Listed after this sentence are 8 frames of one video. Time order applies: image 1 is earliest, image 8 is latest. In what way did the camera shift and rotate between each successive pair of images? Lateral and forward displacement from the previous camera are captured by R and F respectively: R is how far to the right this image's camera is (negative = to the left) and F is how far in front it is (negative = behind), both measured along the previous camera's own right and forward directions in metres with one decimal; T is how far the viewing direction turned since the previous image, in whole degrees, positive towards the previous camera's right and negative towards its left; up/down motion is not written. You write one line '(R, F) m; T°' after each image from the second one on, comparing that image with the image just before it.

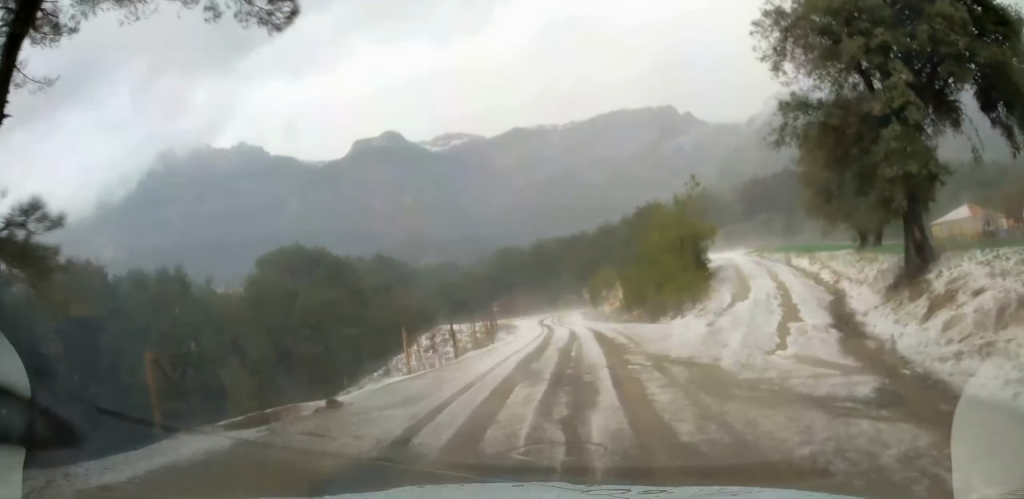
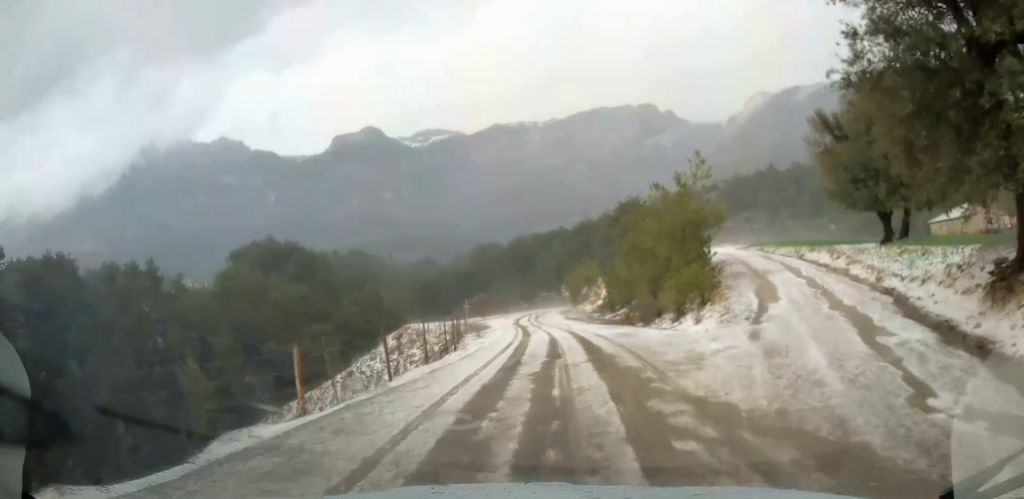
(0.0, +5.7) m; 0°
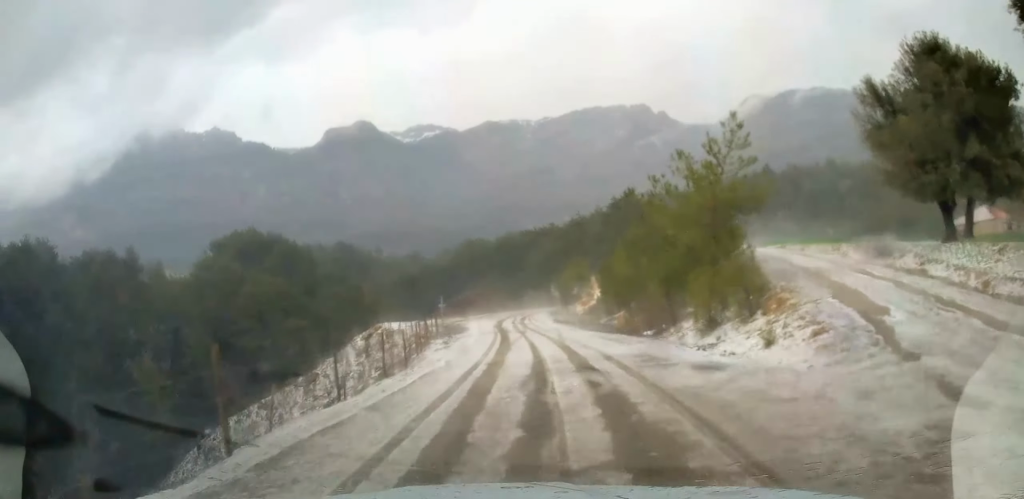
(0.0, +7.0) m; +1°
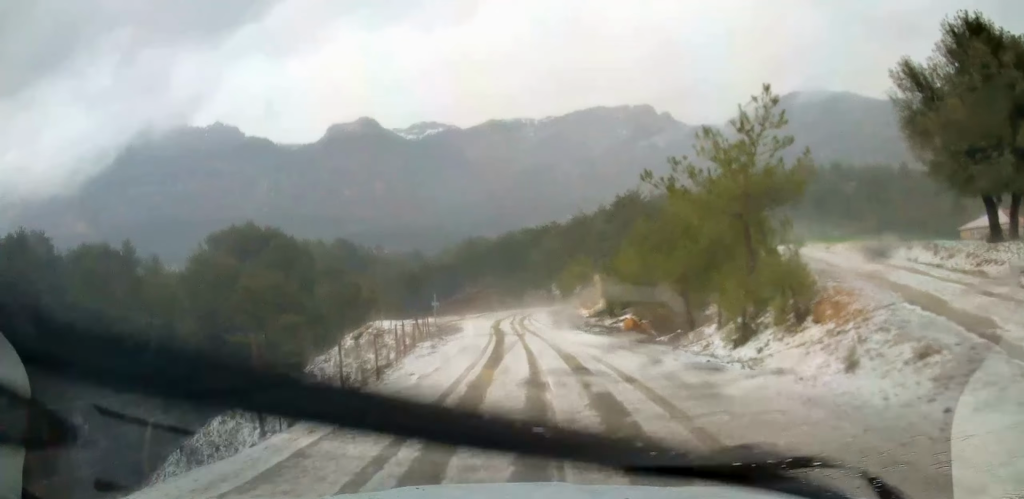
(0.0, +3.3) m; 0°
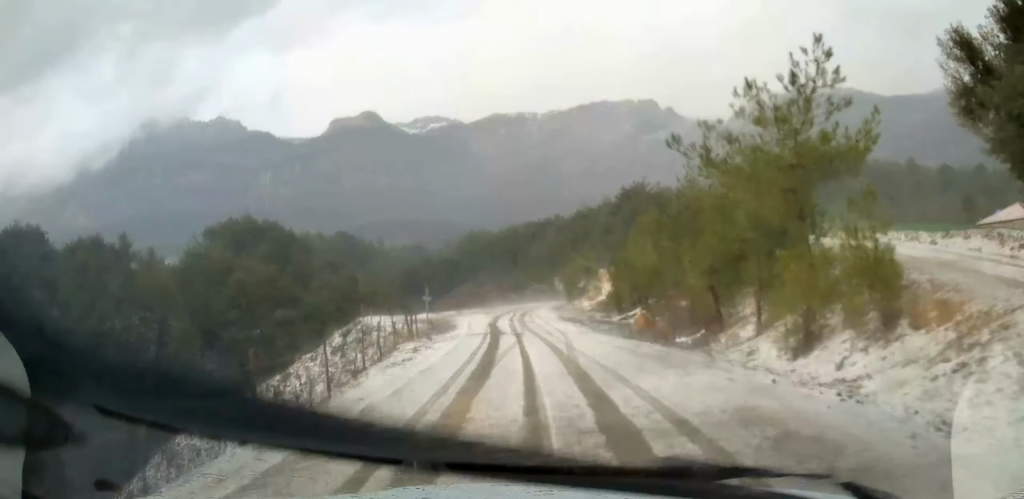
(+0.1, +3.7) m; 0°
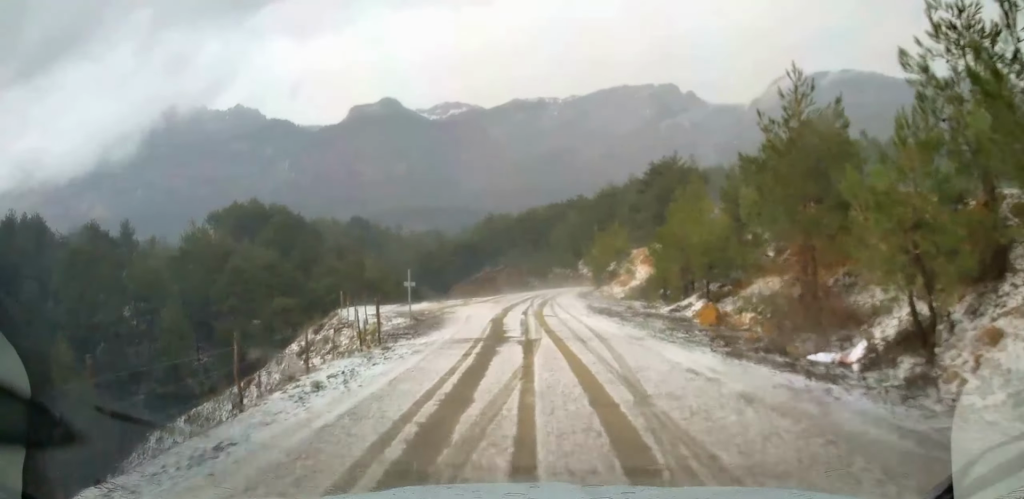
(-0.1, +10.3) m; -2°
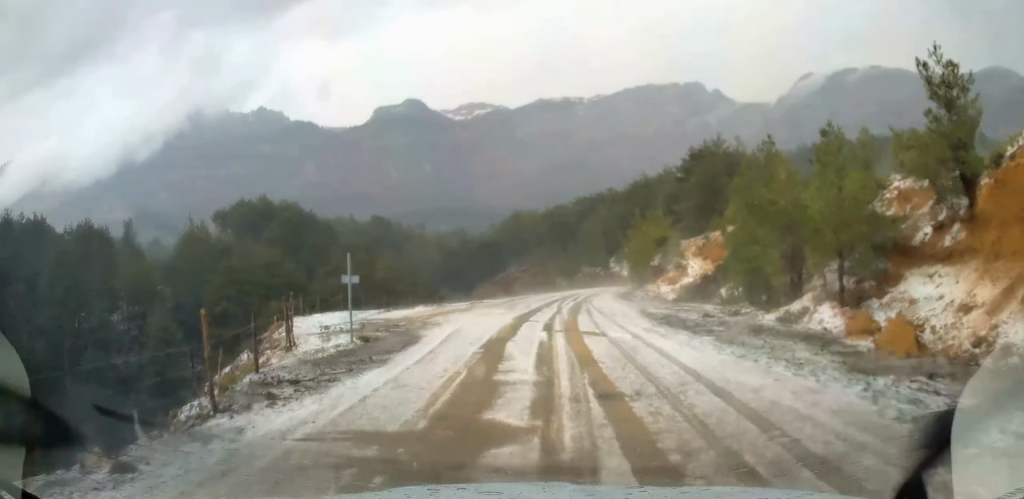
(0.0, +12.0) m; -2°
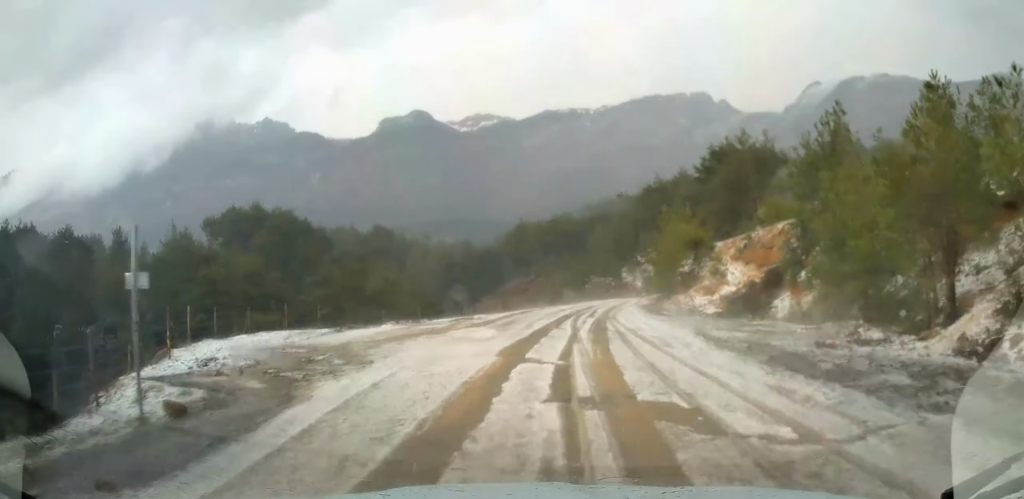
(-0.4, +9.7) m; -2°
